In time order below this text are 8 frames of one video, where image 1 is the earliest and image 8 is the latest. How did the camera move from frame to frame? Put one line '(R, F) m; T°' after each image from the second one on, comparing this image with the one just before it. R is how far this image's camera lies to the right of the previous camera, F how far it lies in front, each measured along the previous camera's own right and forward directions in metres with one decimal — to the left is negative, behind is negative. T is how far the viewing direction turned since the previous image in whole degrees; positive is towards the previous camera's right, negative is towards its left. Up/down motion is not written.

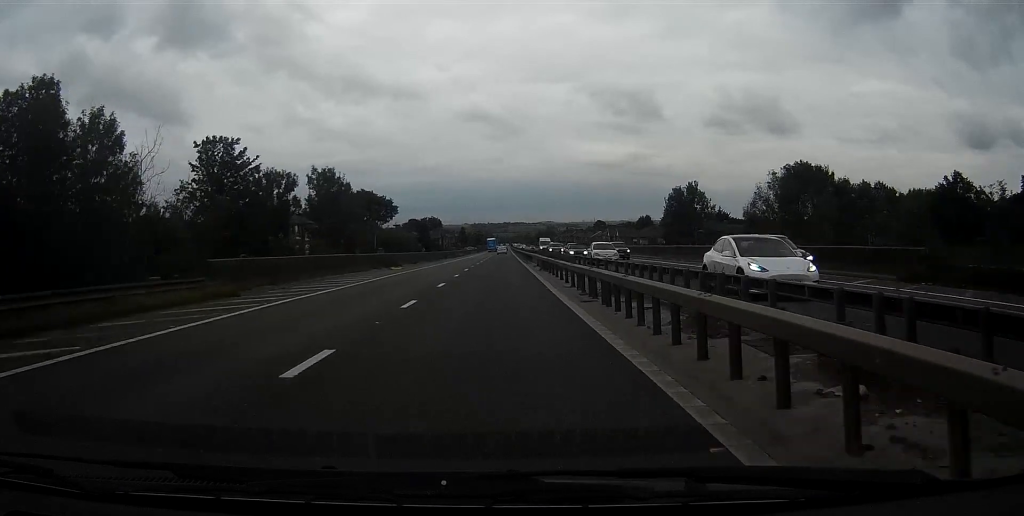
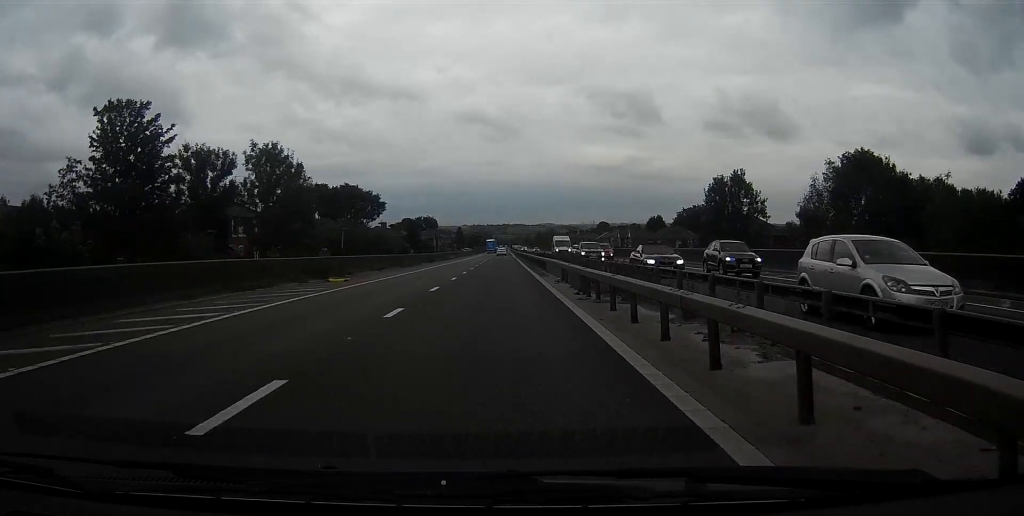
(+0.1, +20.1) m; 0°
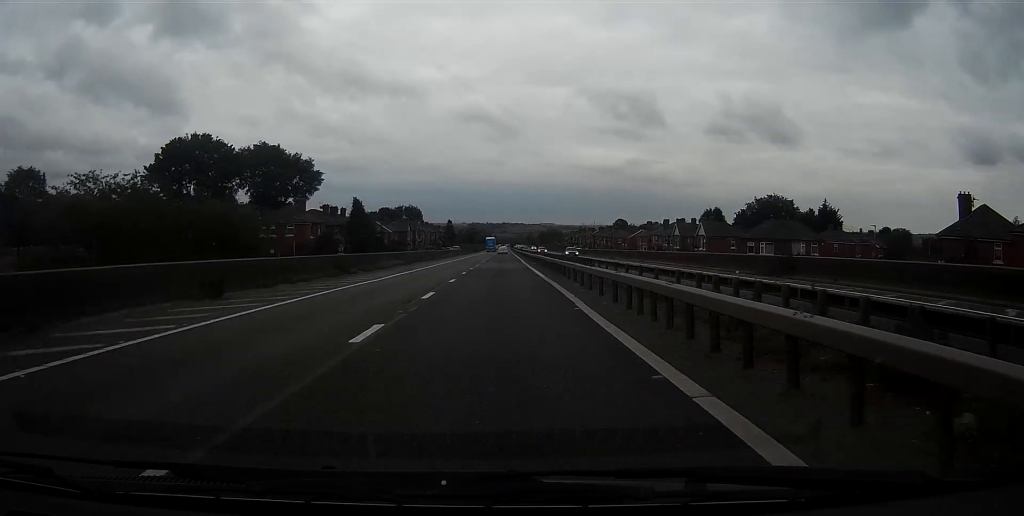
(0.0, +65.5) m; 0°
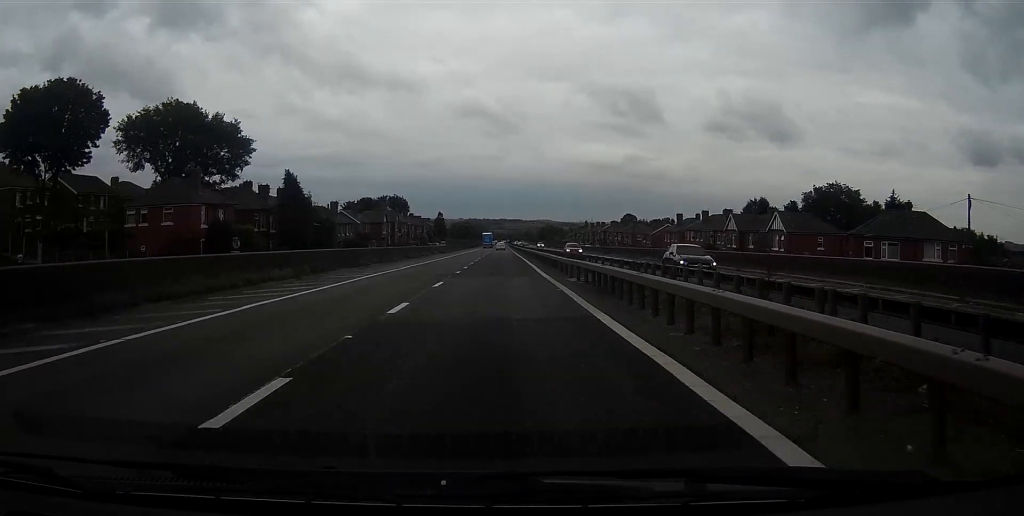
(0.0, +33.4) m; 0°
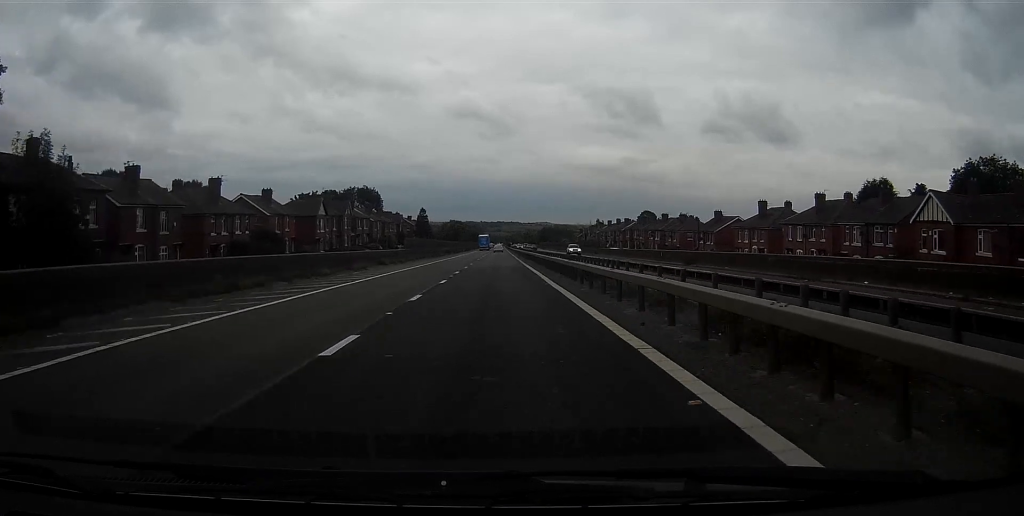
(+0.2, +50.1) m; +1°
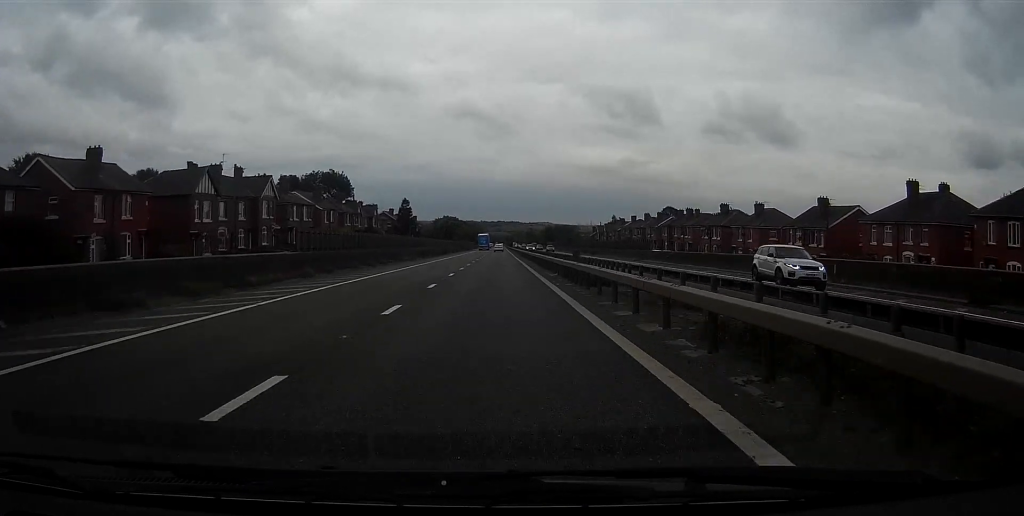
(0.0, +39.8) m; 0°
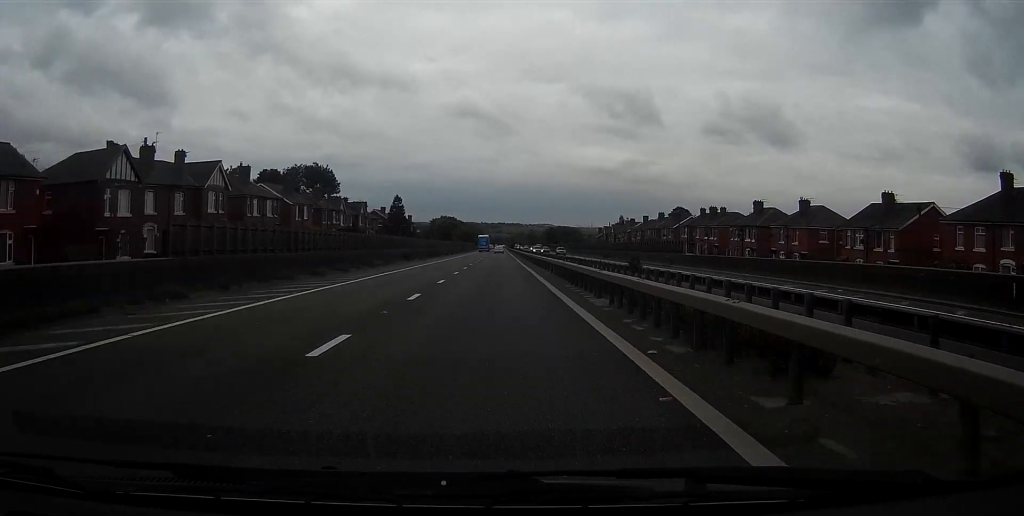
(0.0, +14.5) m; 0°
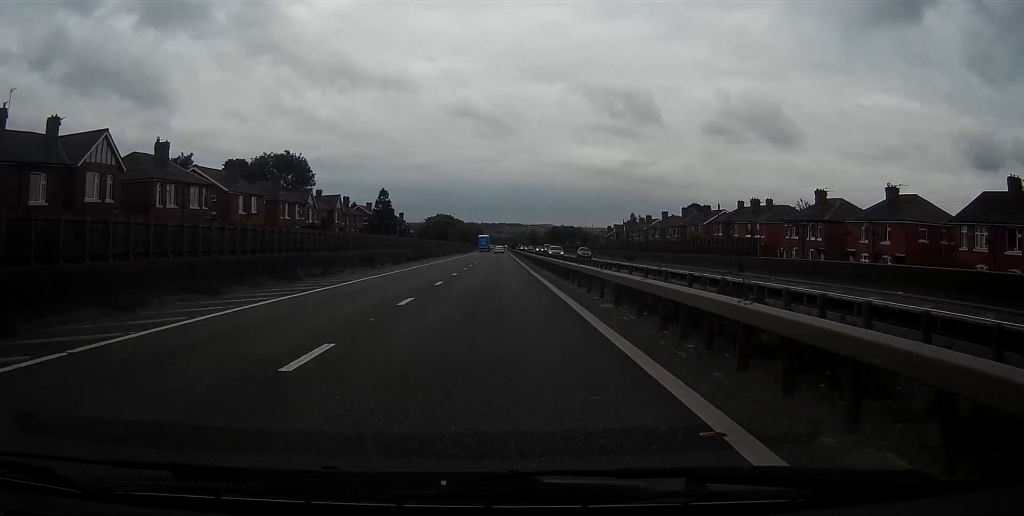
(0.0, +19.7) m; 0°
